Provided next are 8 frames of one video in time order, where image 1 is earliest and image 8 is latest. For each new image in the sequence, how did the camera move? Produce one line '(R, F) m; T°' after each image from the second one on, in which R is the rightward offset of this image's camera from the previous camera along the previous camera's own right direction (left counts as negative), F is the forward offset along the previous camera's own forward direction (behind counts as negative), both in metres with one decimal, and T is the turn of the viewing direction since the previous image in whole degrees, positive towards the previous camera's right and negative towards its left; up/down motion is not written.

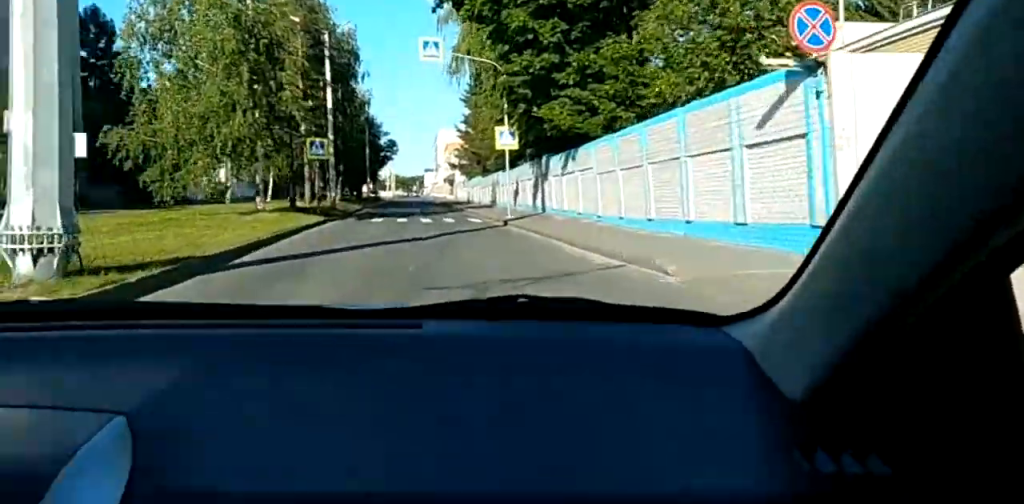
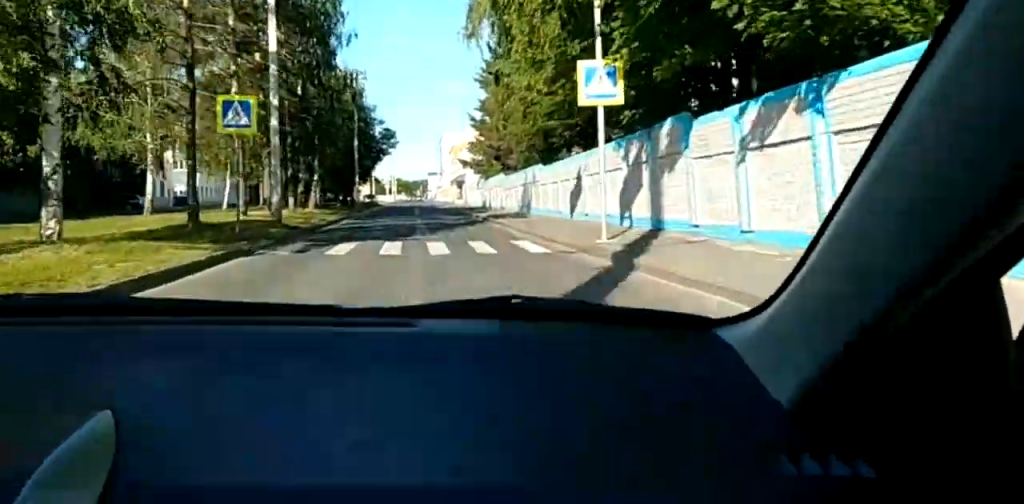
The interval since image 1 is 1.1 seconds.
(+0.1, +16.7) m; +1°
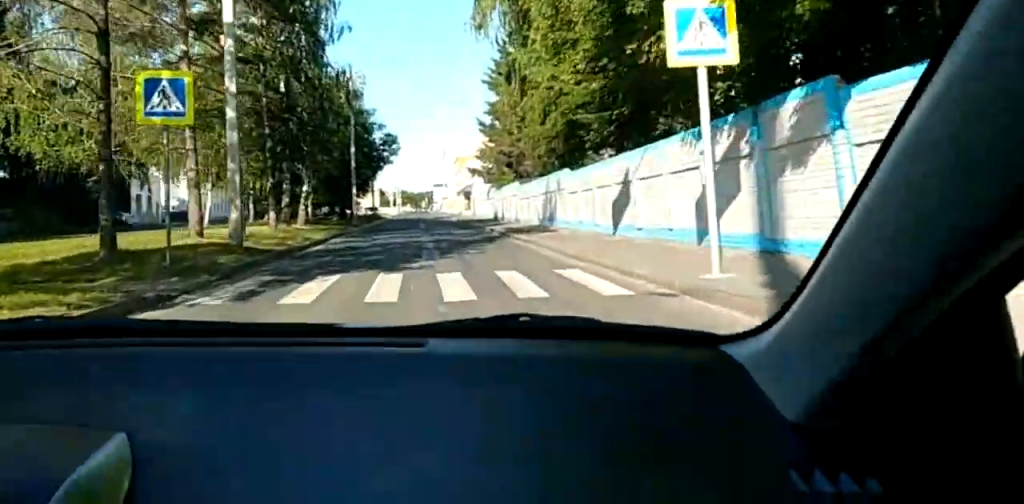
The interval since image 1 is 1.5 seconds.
(+0.1, +6.4) m; 0°
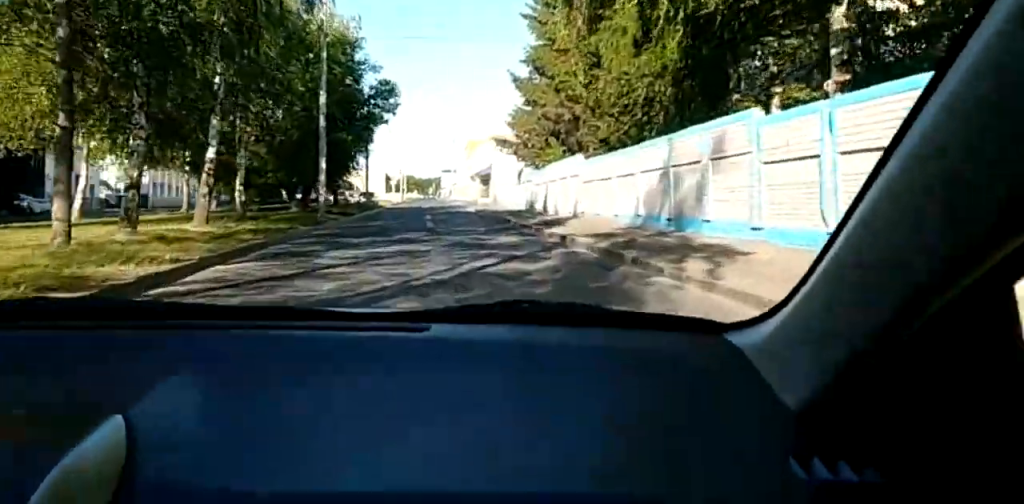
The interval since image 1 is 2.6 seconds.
(+0.2, +17.9) m; +1°
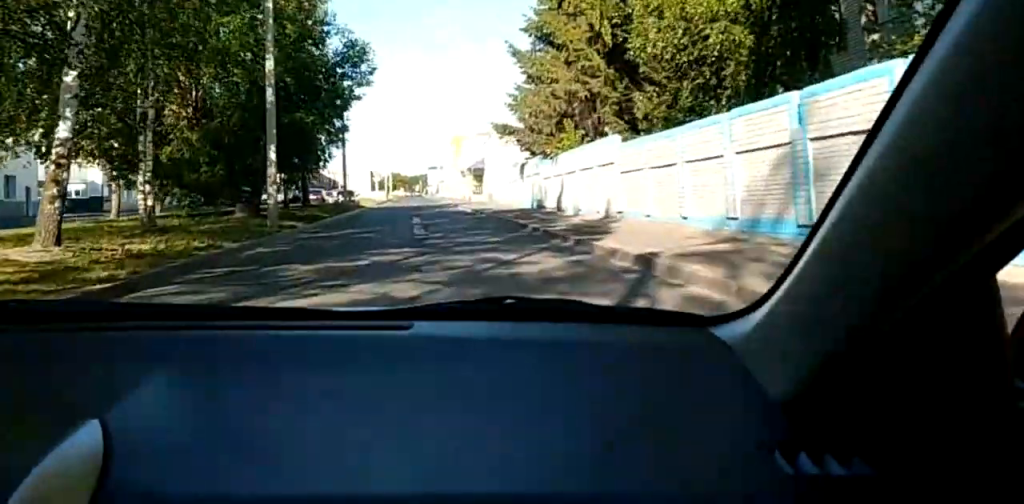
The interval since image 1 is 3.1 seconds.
(0.0, +8.2) m; 0°
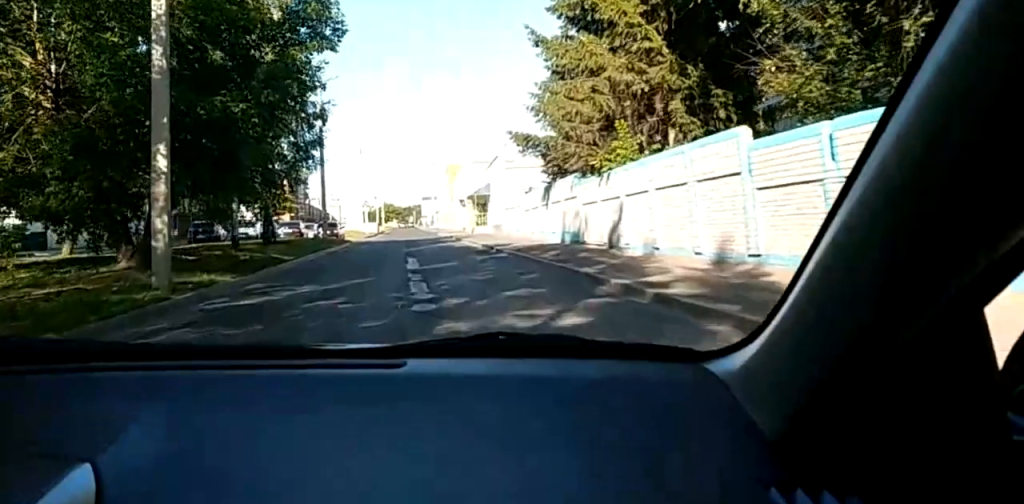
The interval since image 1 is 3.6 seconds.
(0.0, +9.1) m; -1°
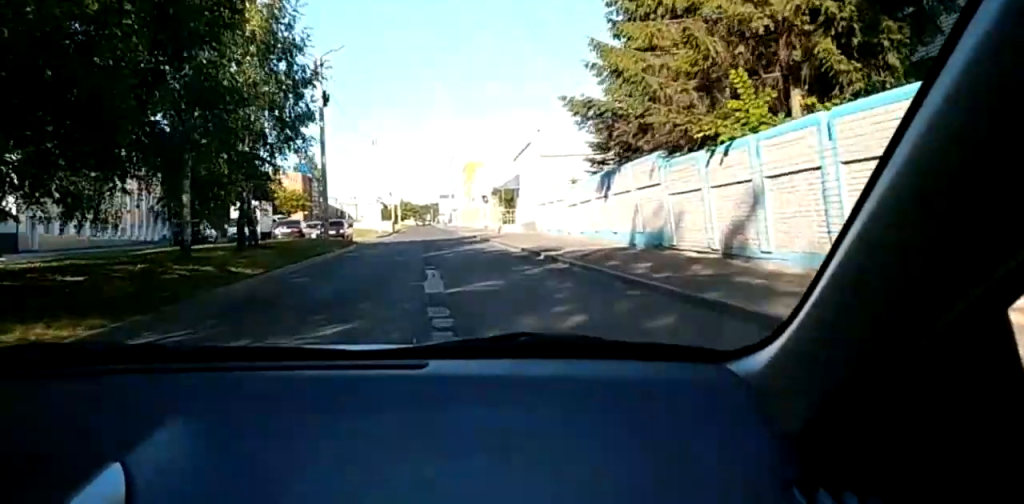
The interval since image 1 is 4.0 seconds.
(+0.1, +7.7) m; -1°
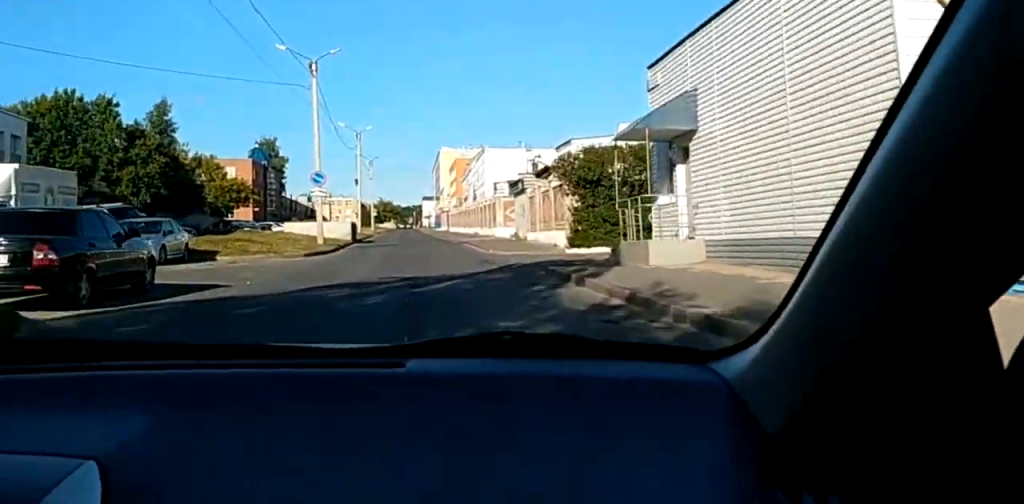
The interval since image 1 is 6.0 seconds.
(-1.0, +34.3) m; 0°
